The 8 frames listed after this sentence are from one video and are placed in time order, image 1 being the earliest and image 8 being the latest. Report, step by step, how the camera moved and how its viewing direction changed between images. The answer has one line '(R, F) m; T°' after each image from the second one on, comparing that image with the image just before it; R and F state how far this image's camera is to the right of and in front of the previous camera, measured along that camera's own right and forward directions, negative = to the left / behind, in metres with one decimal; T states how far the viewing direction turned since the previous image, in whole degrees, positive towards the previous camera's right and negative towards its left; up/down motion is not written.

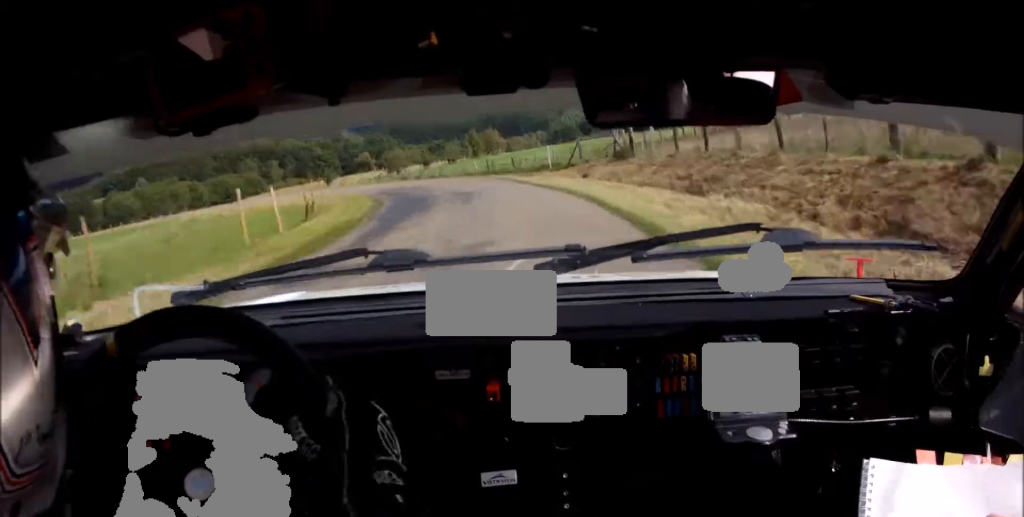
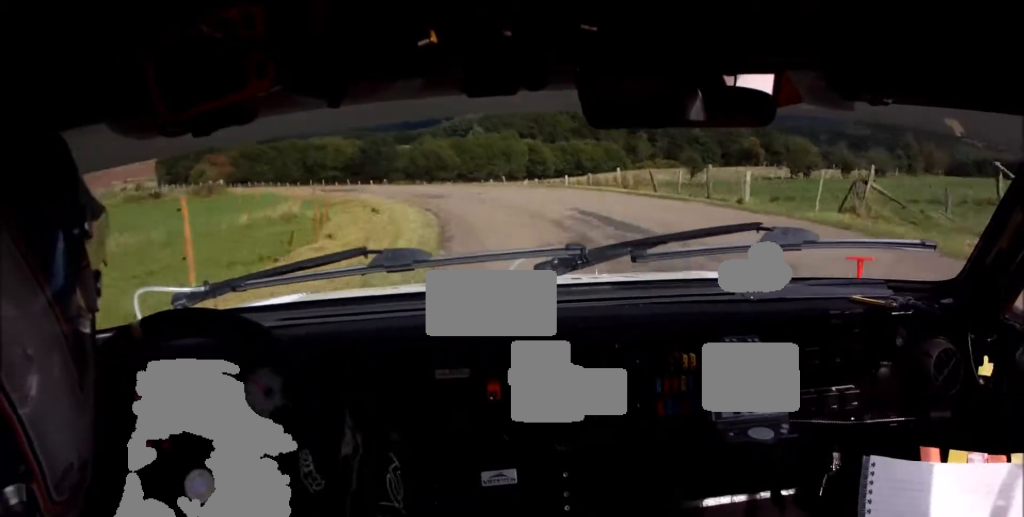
(-12.6, +51.5) m; -27°
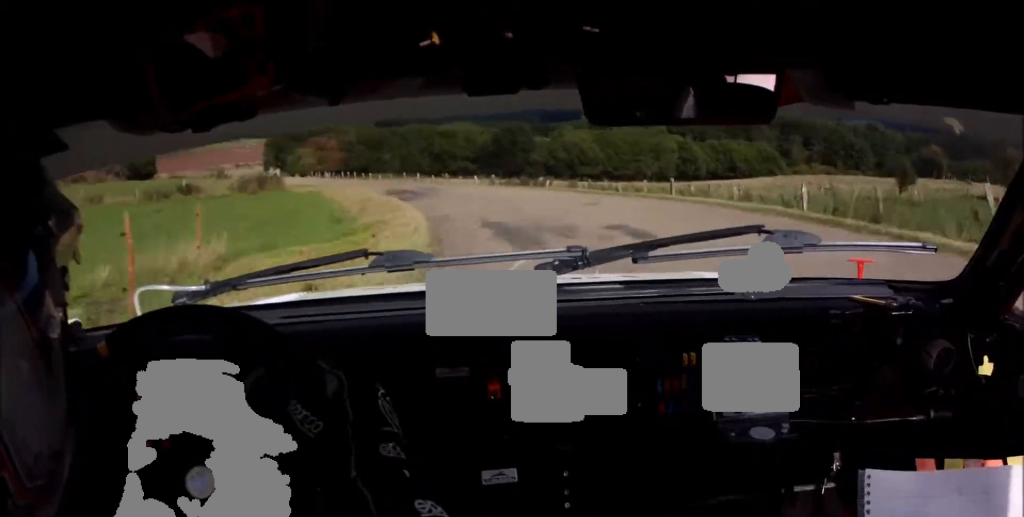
(-1.6, +18.7) m; -9°
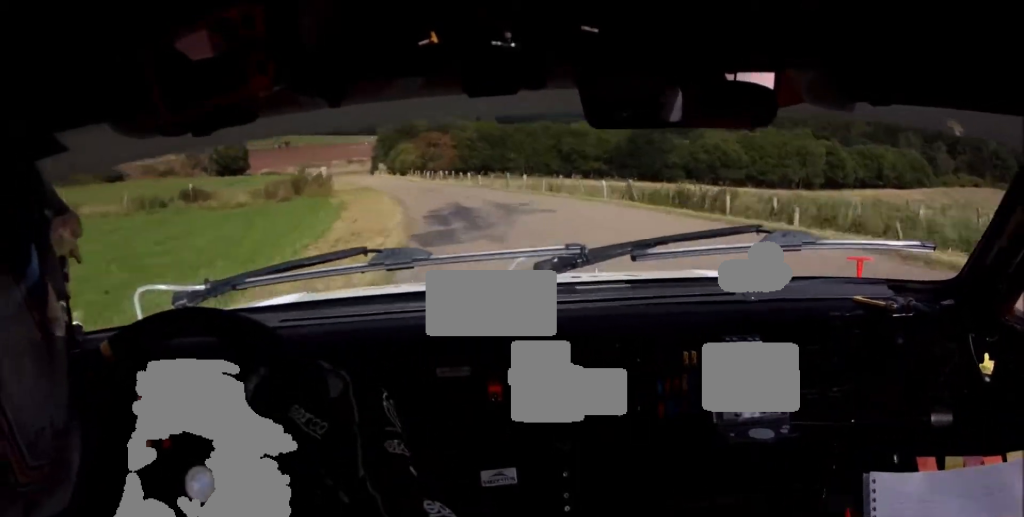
(-1.0, +16.1) m; -7°
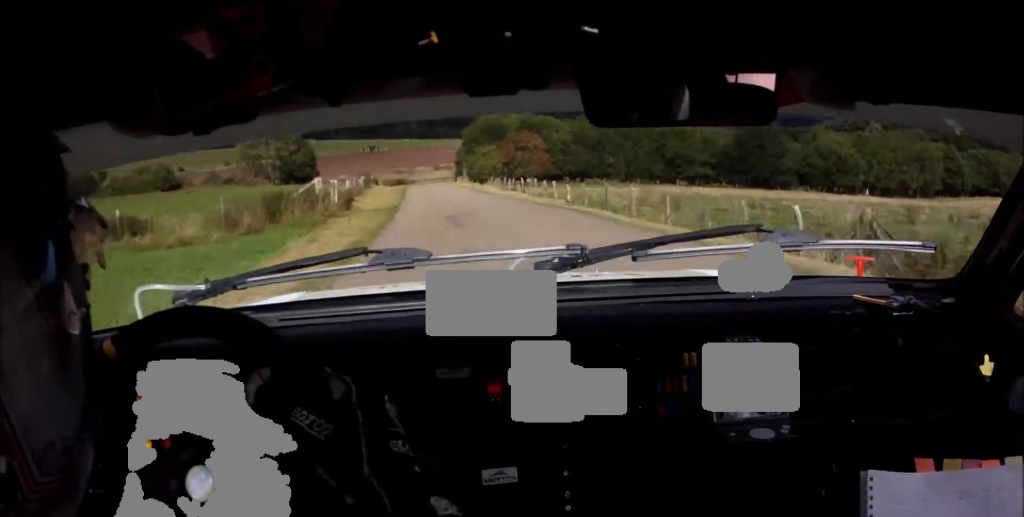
(-0.9, +14.1) m; -5°
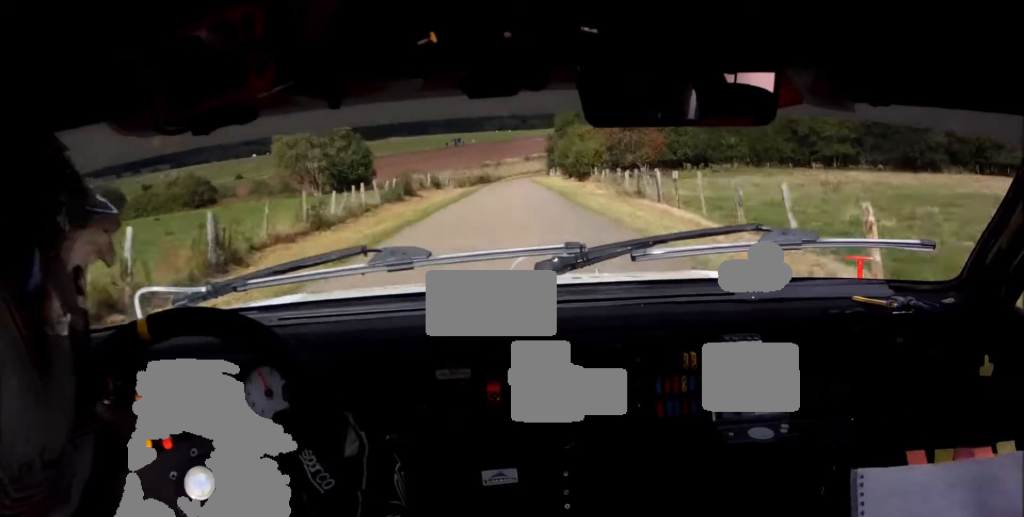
(-1.9, +24.2) m; -6°
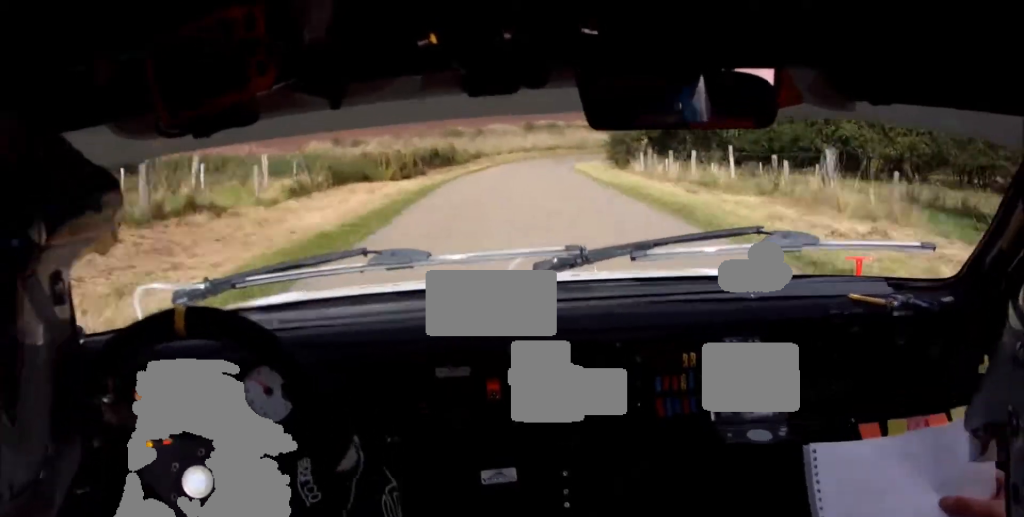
(-0.3, +61.7) m; +3°
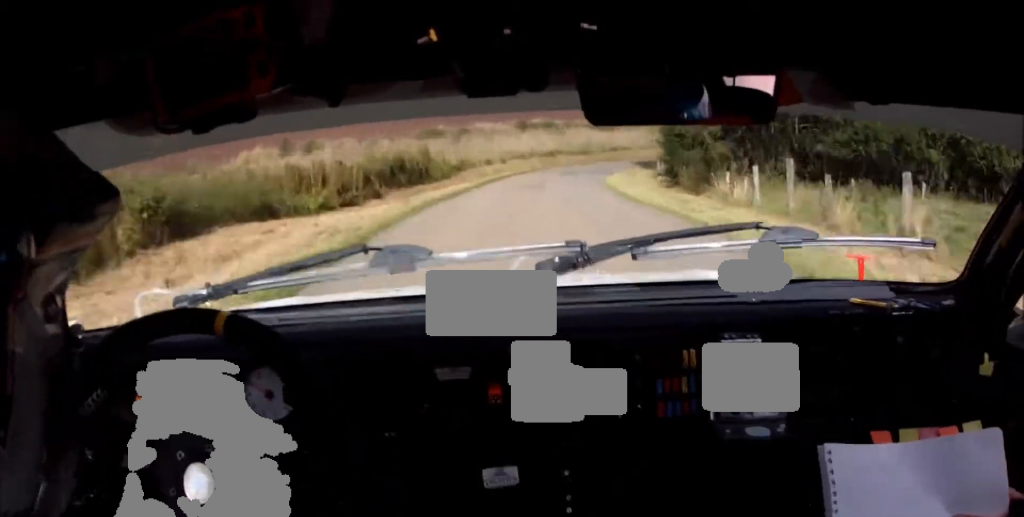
(+0.4, +14.3) m; +4°
